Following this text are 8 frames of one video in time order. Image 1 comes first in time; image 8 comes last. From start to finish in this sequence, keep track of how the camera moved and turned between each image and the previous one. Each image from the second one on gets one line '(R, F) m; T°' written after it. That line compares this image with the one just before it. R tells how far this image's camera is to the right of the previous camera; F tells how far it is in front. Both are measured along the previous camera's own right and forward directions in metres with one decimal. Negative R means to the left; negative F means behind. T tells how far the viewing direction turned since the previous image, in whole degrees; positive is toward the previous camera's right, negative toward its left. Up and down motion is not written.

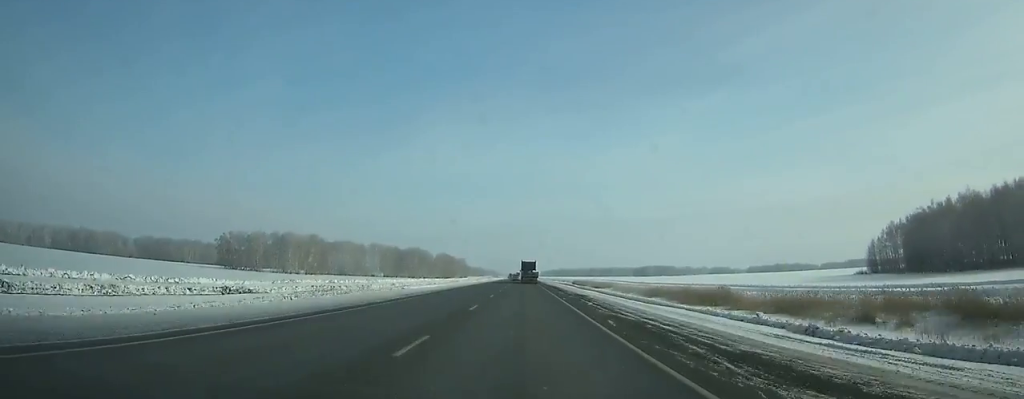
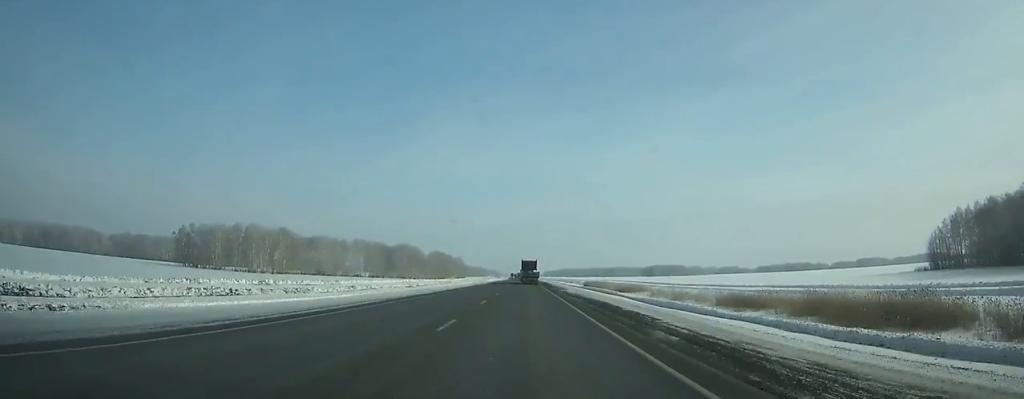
(-0.2, +43.5) m; 0°
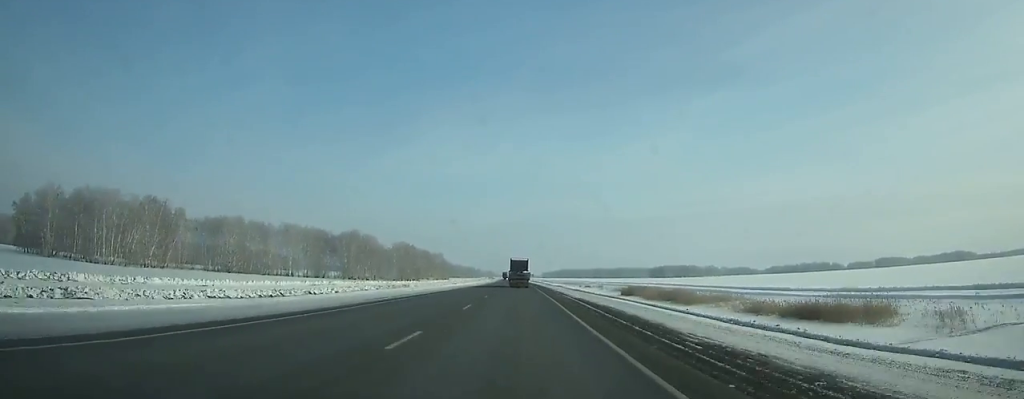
(+0.2, +97.6) m; 0°
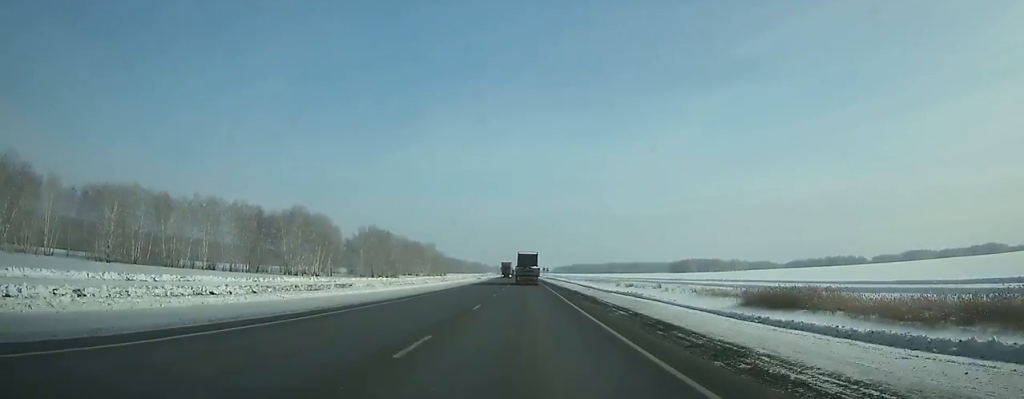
(-0.1, +72.2) m; 0°
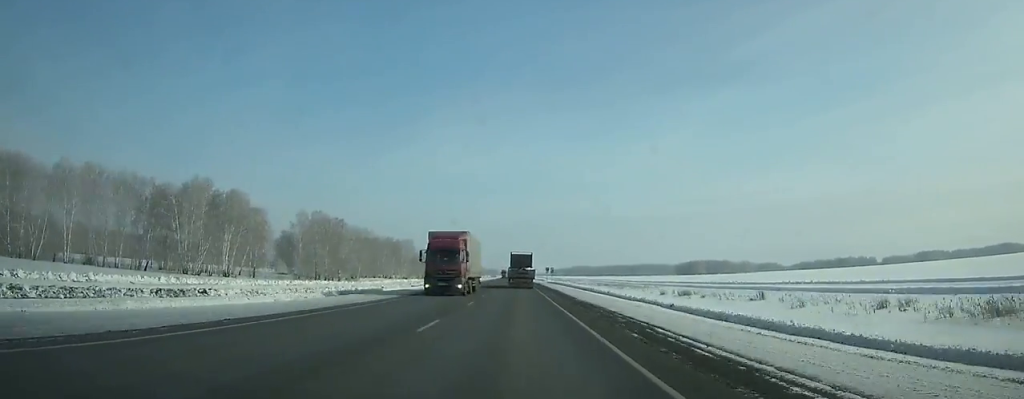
(0.0, +56.1) m; 0°
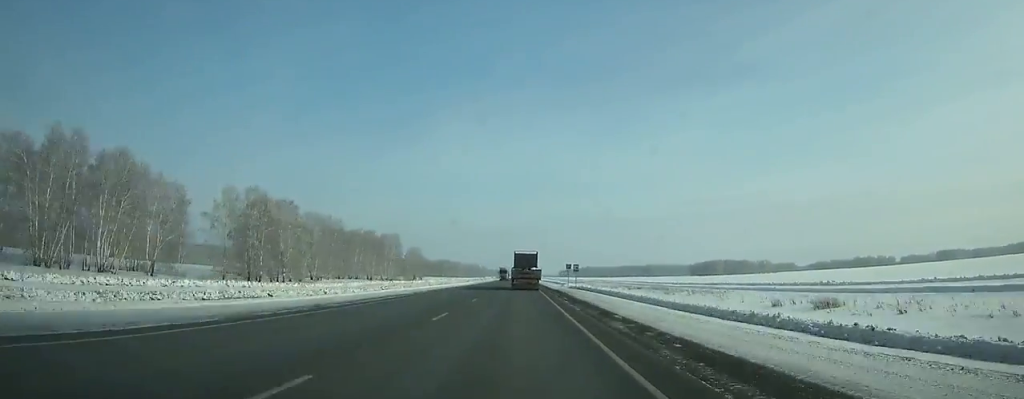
(-0.1, +44.8) m; -1°
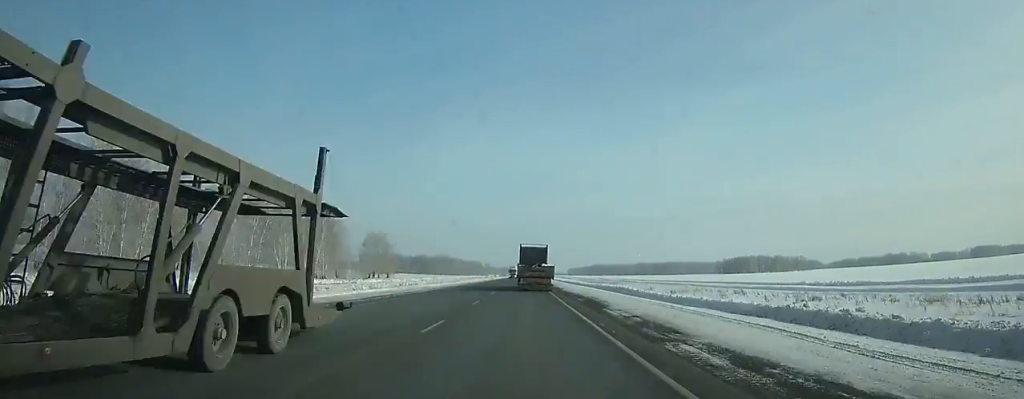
(-0.7, +86.5) m; -1°
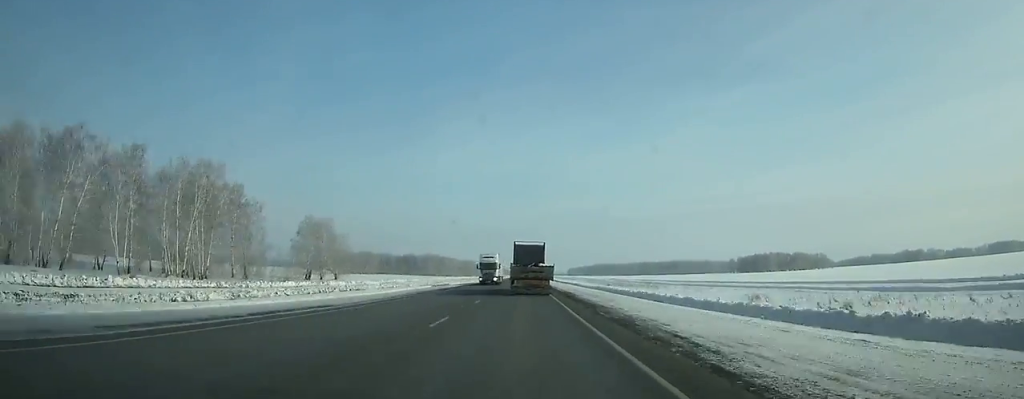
(-0.1, +57.0) m; 0°
